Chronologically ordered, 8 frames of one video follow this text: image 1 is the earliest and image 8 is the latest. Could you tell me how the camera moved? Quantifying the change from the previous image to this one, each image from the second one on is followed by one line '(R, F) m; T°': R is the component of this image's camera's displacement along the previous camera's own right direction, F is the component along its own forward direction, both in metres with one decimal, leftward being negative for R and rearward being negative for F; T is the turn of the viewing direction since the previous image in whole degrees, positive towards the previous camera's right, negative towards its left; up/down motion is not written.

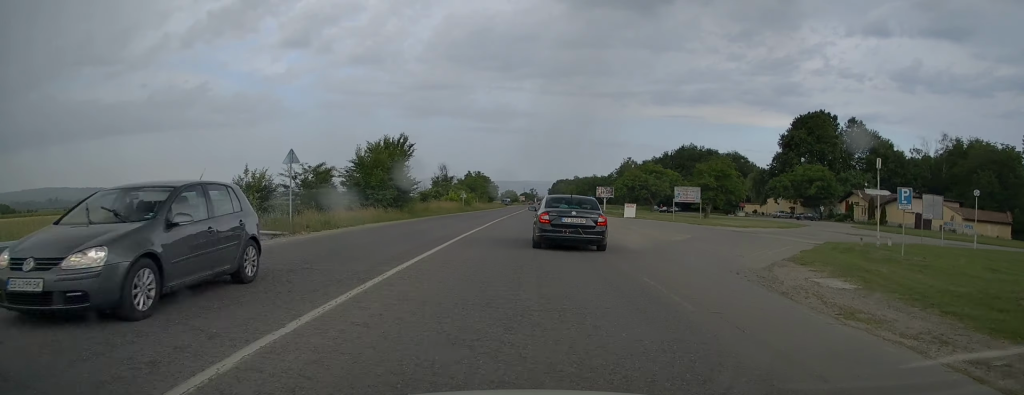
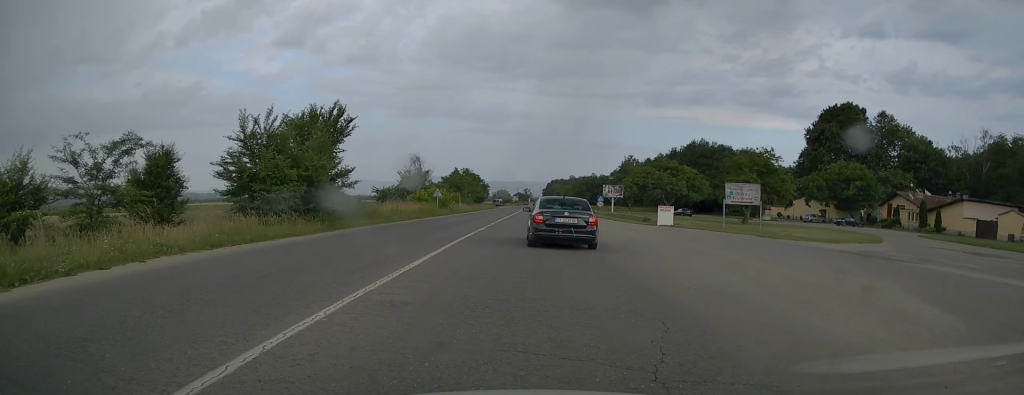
(-0.1, +16.1) m; +1°
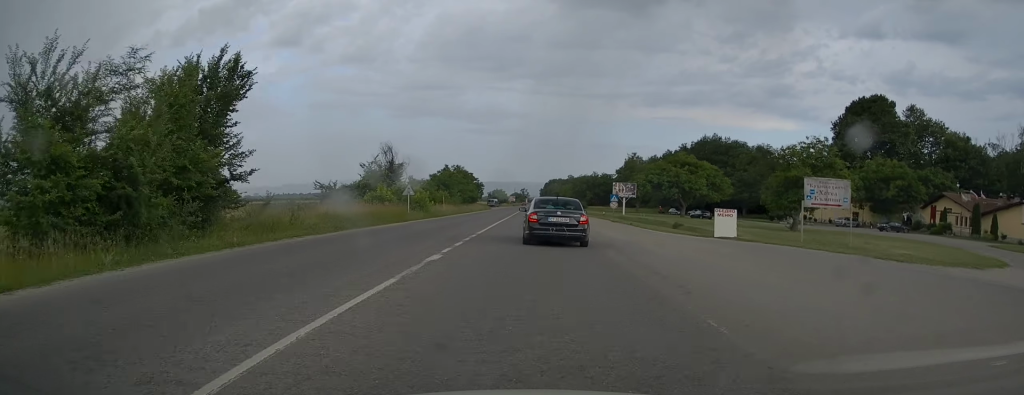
(+0.2, +12.5) m; +1°
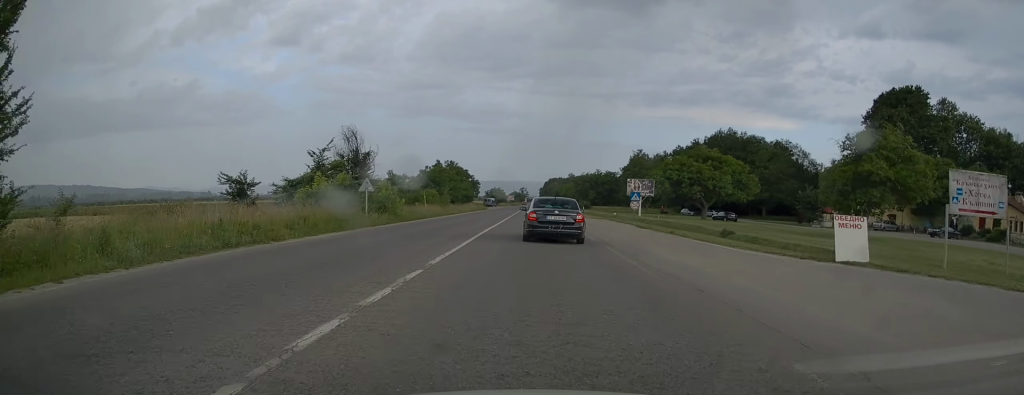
(0.0, +11.4) m; 0°
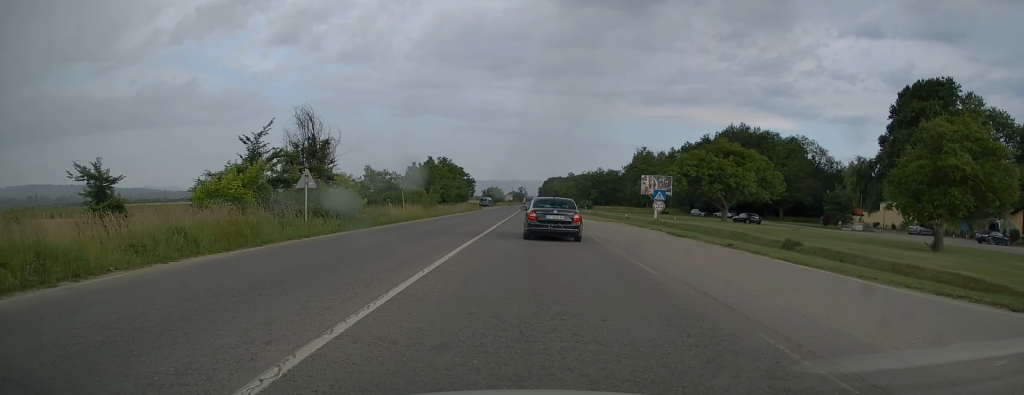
(0.0, +8.7) m; 0°
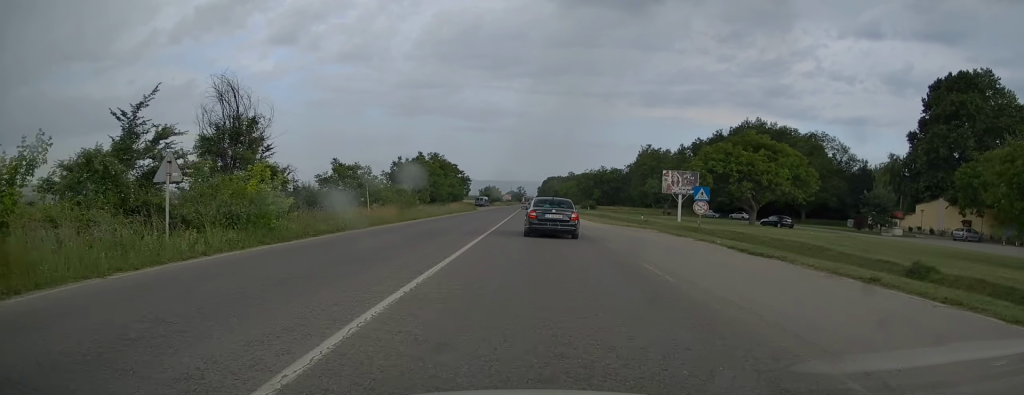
(0.0, +9.4) m; 0°
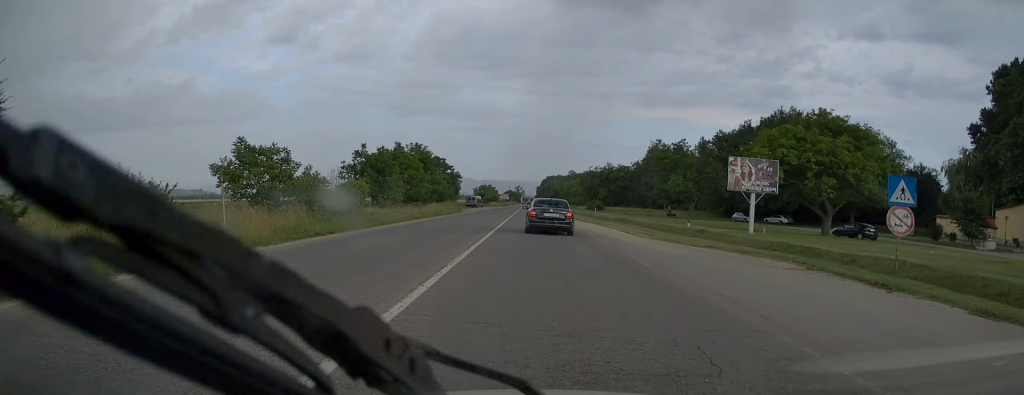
(0.0, +16.1) m; 0°
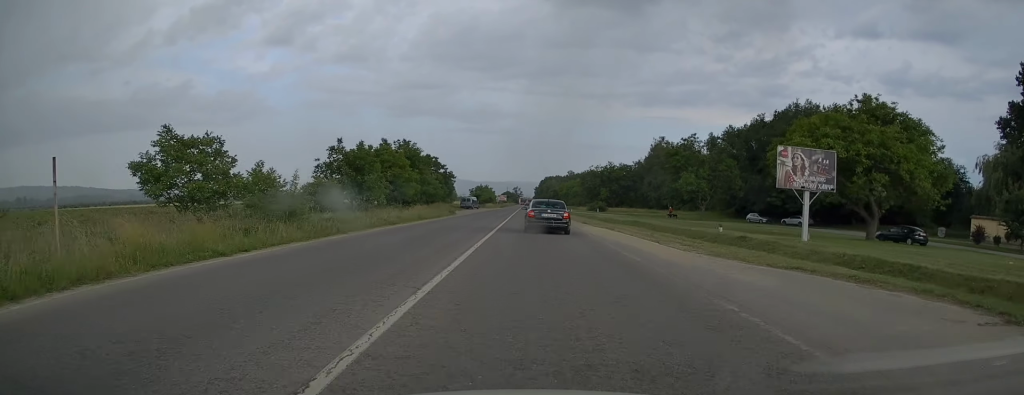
(0.0, +6.8) m; 0°
